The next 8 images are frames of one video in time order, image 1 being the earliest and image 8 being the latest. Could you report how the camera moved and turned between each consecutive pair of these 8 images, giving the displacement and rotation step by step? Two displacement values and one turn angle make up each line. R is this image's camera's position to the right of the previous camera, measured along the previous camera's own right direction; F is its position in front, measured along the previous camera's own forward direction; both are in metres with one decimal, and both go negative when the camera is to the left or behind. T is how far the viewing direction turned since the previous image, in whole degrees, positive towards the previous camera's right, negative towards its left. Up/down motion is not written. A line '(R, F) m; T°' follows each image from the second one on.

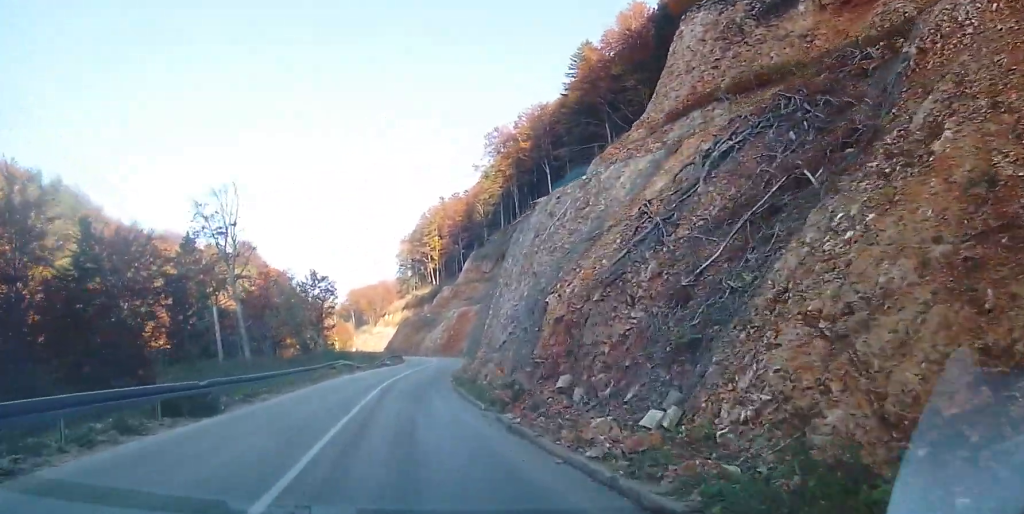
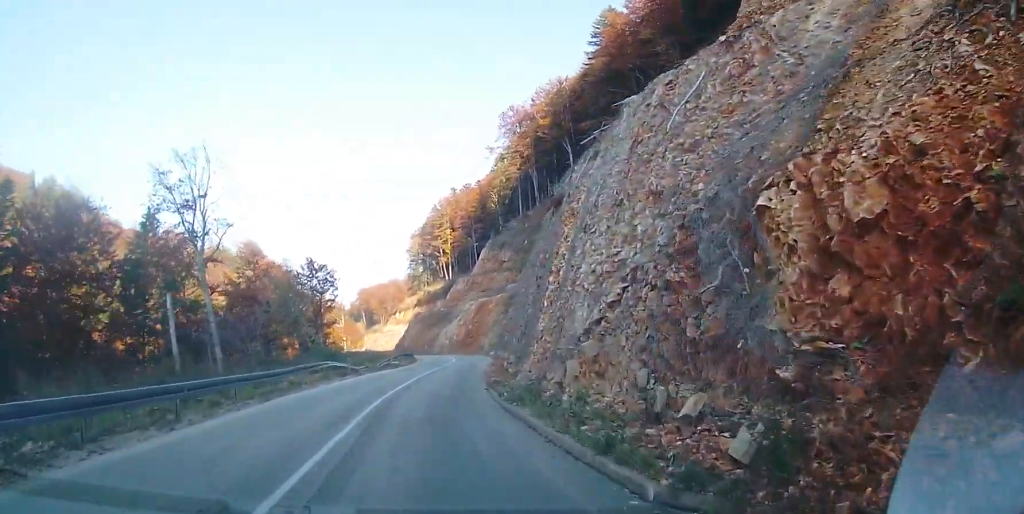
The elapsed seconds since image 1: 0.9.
(-0.3, +12.2) m; -7°
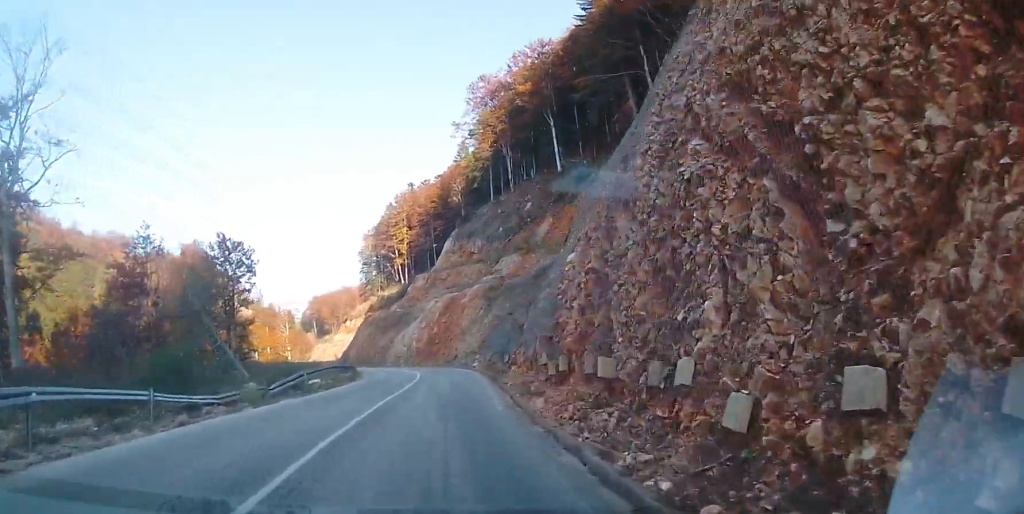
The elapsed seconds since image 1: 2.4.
(-1.2, +21.3) m; +2°
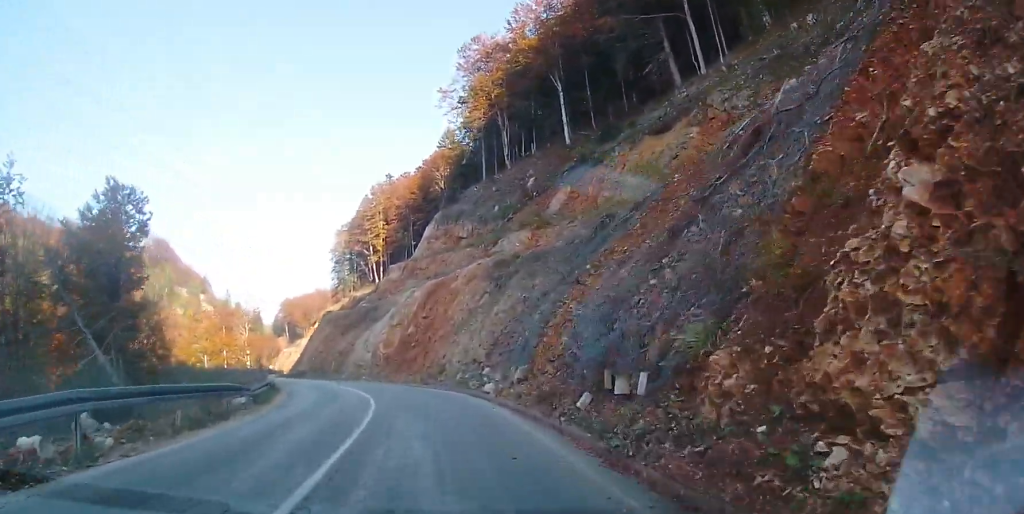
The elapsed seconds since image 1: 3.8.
(+0.8, +19.8) m; -3°
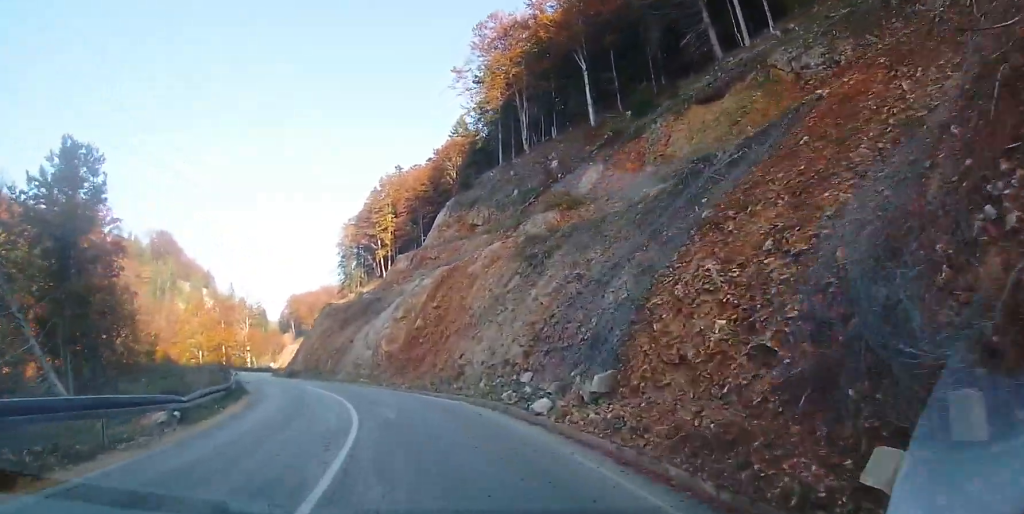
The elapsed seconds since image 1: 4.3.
(-0.3, +7.9) m; -2°
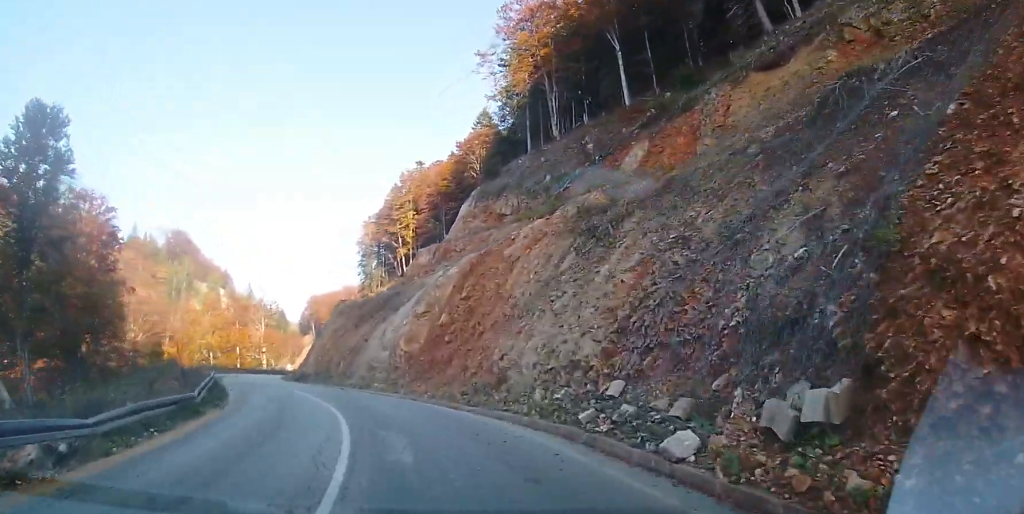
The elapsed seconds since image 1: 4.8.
(-0.3, +6.4) m; +1°
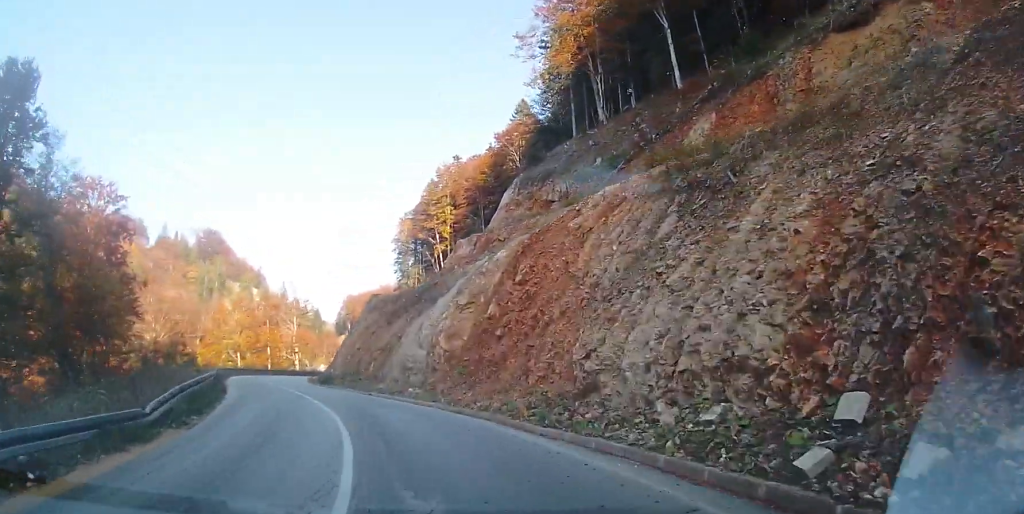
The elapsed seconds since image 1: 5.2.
(-0.4, +5.9) m; +1°
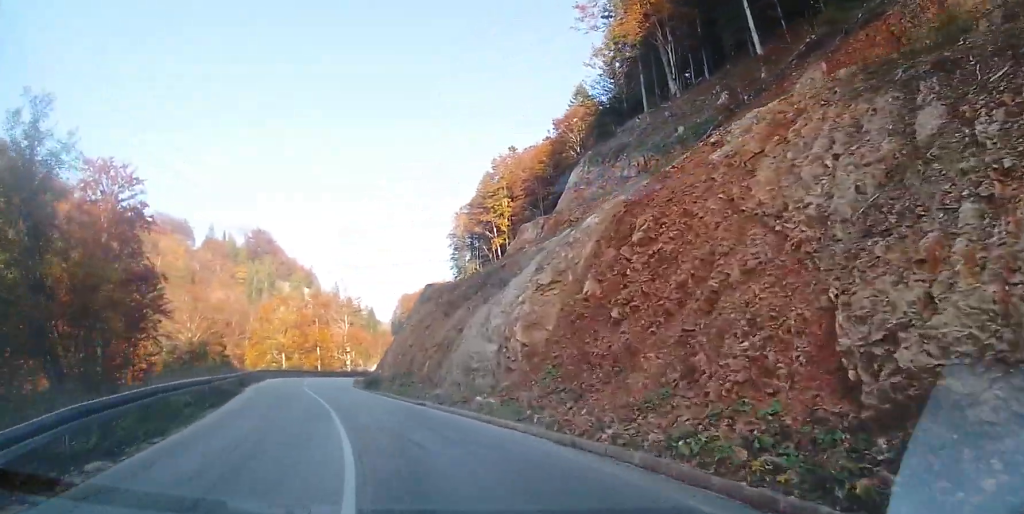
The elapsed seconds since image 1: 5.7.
(+0.8, +7.6) m; +1°
